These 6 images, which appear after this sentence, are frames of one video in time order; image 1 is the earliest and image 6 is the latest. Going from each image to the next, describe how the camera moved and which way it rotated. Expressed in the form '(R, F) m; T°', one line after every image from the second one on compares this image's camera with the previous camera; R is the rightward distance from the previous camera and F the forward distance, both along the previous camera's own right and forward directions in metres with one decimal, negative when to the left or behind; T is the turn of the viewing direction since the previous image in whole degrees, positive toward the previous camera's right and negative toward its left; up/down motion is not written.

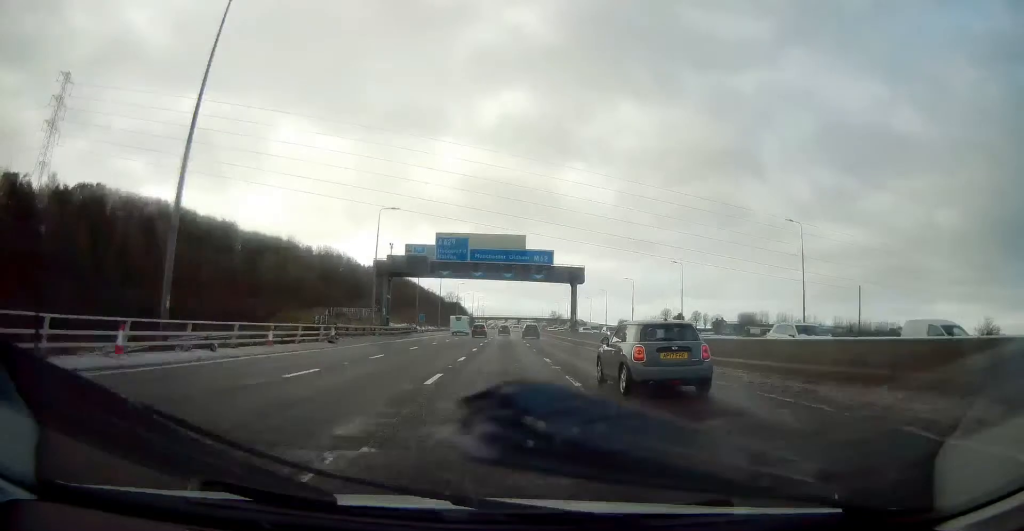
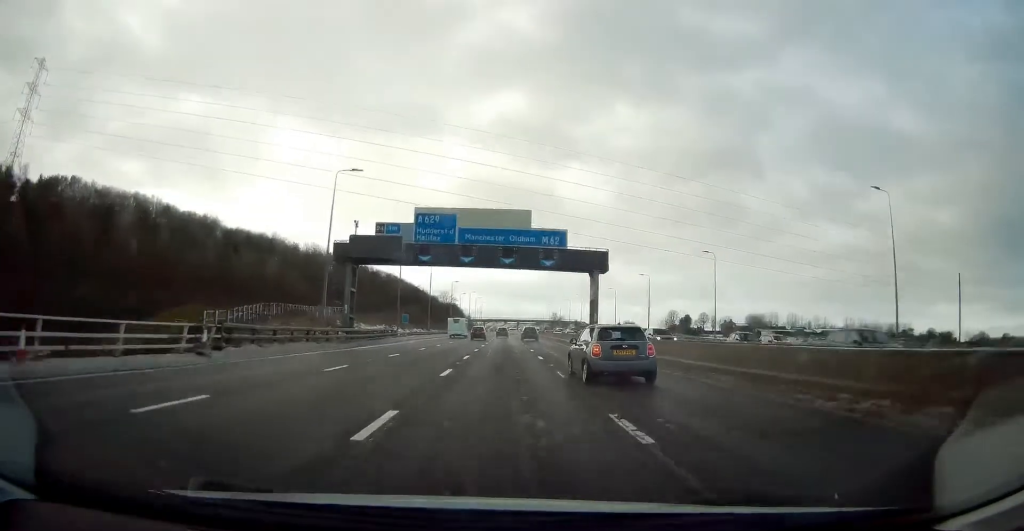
(0.0, +15.0) m; 0°
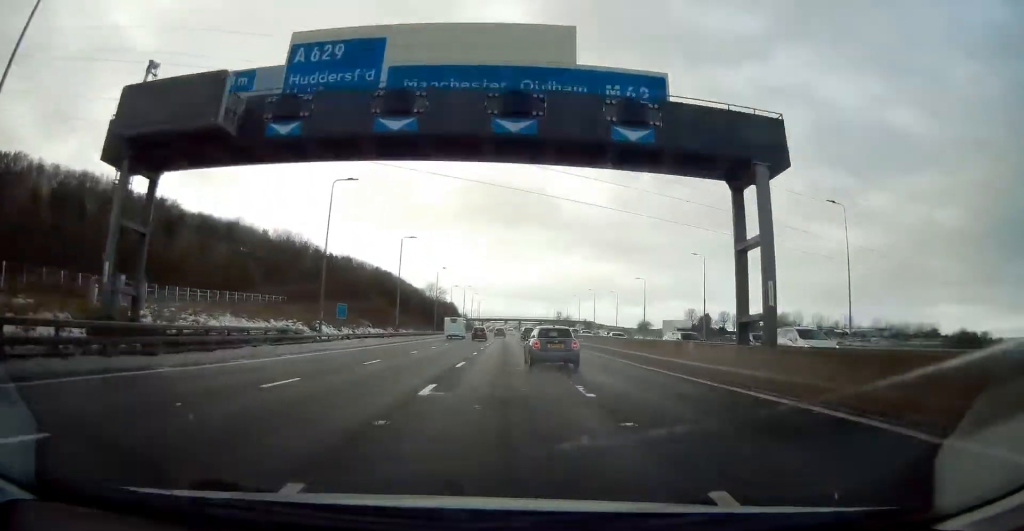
(0.0, +31.6) m; 0°
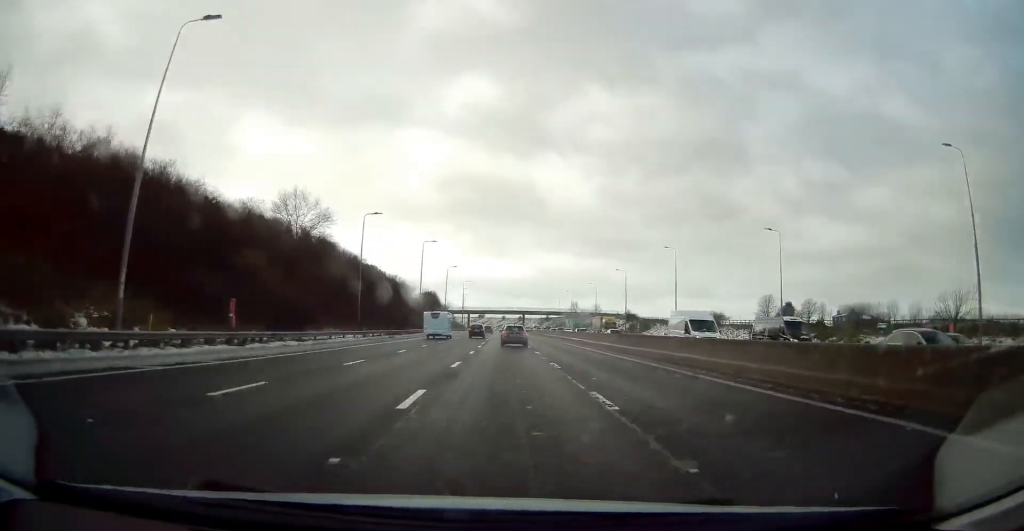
(-0.4, +91.7) m; +1°
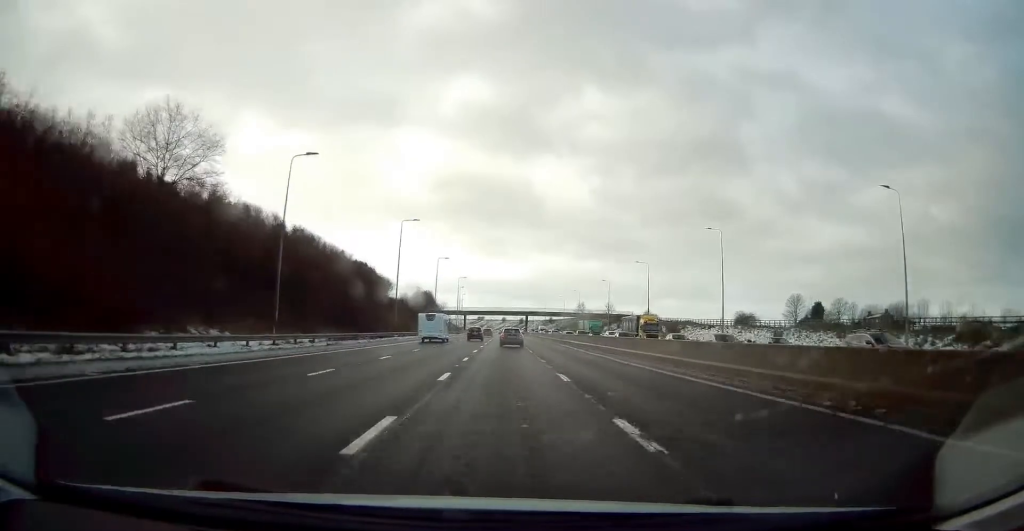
(+0.1, +21.2) m; 0°
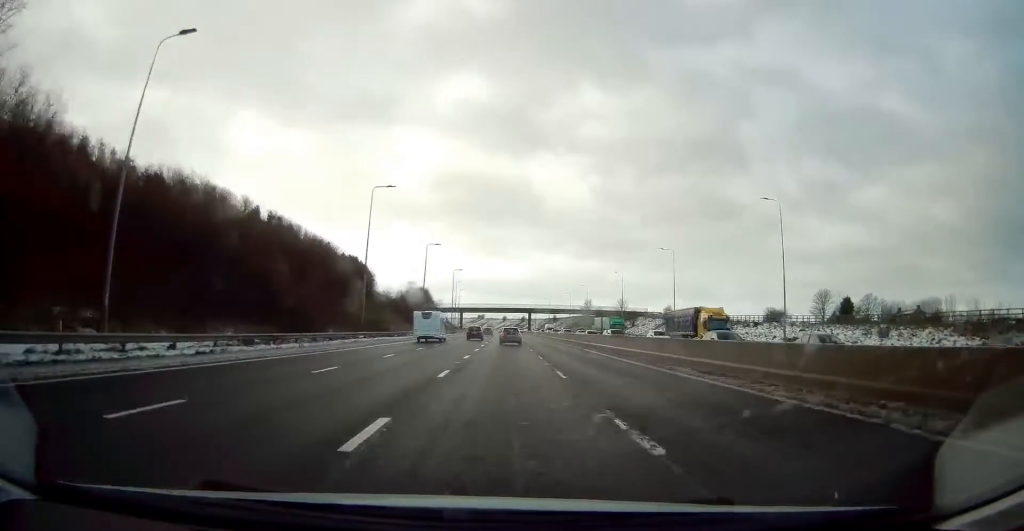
(+0.2, +17.6) m; 0°
